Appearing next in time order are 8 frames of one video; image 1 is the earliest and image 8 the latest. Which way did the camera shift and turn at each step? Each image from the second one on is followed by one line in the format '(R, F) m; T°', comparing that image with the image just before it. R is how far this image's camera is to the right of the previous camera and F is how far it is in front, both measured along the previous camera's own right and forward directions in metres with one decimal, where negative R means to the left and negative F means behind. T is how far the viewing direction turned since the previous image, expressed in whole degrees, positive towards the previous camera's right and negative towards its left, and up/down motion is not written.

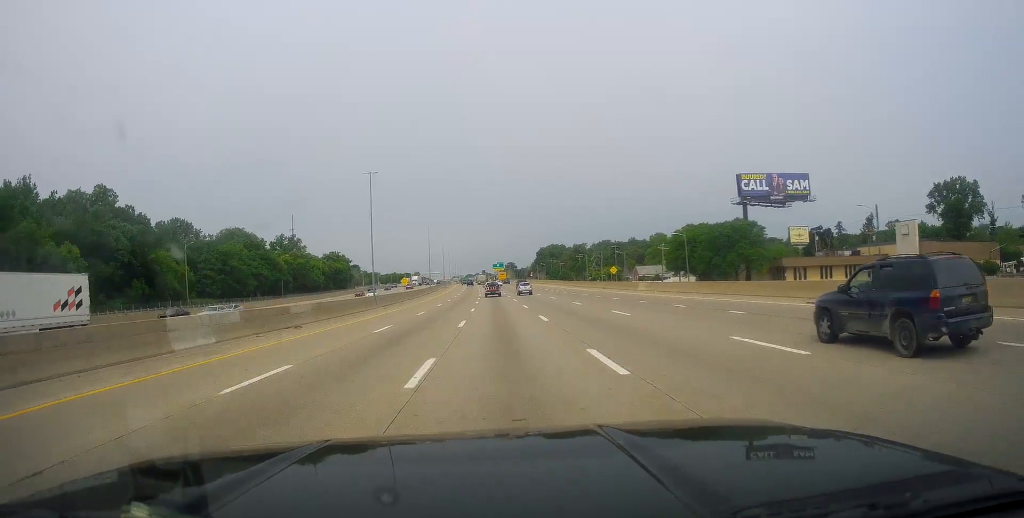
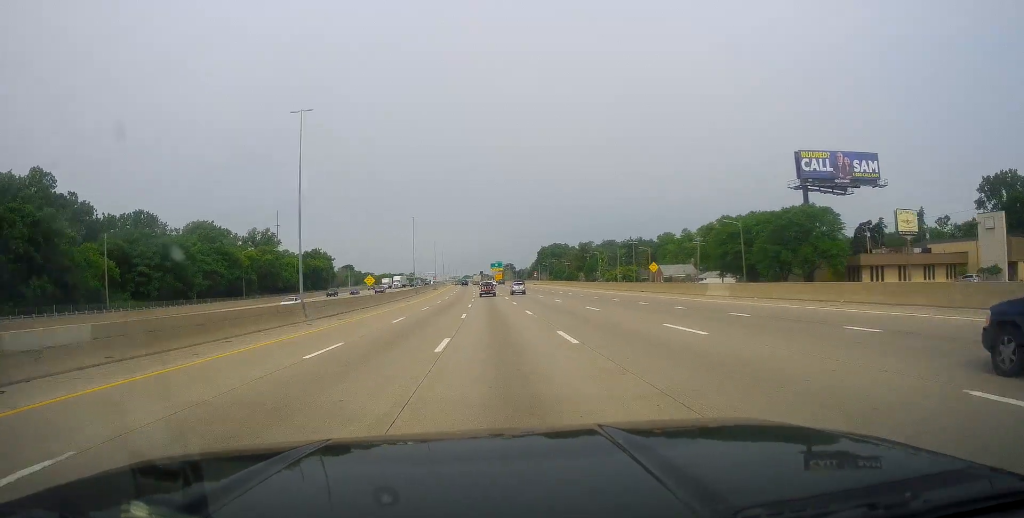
(+0.4, +24.2) m; 0°
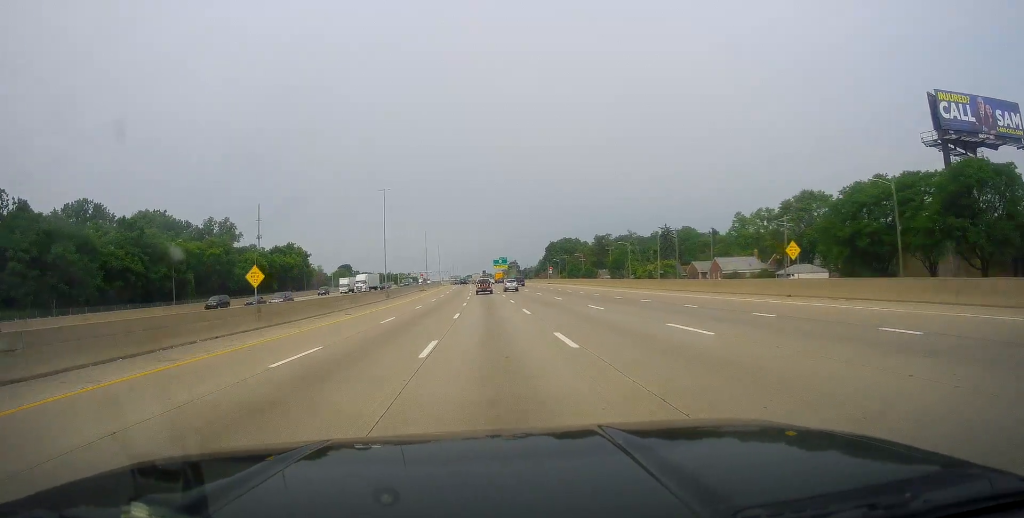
(-0.4, +32.8) m; -1°
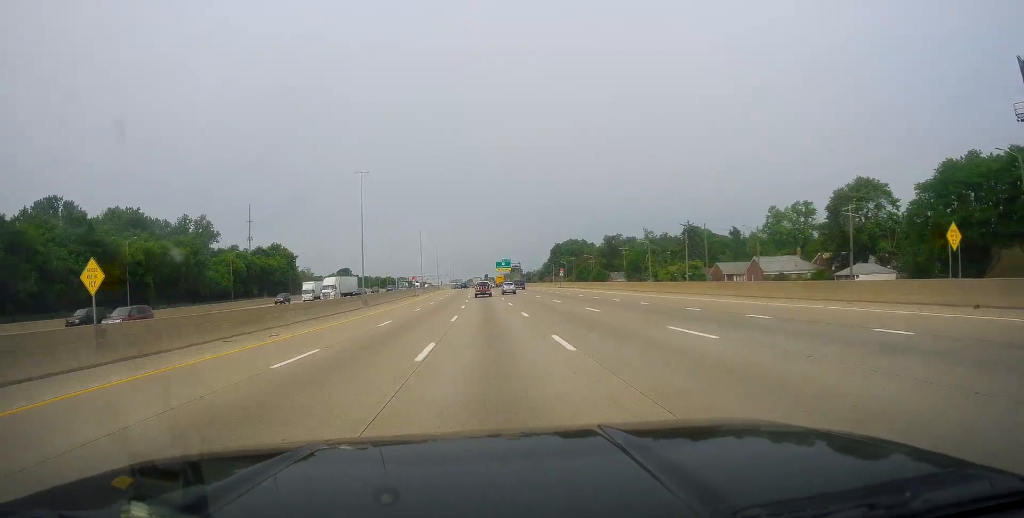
(0.0, +15.3) m; 0°
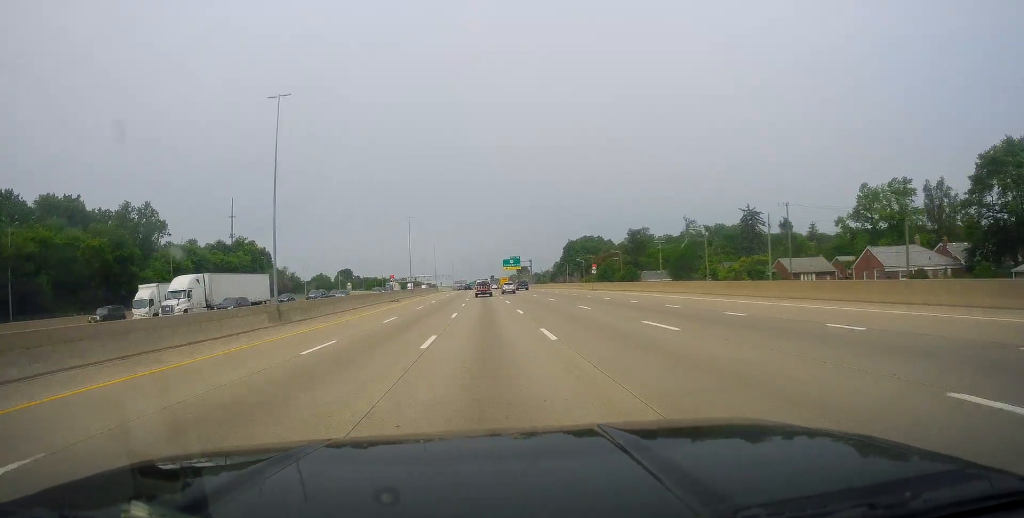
(0.0, +28.3) m; 0°
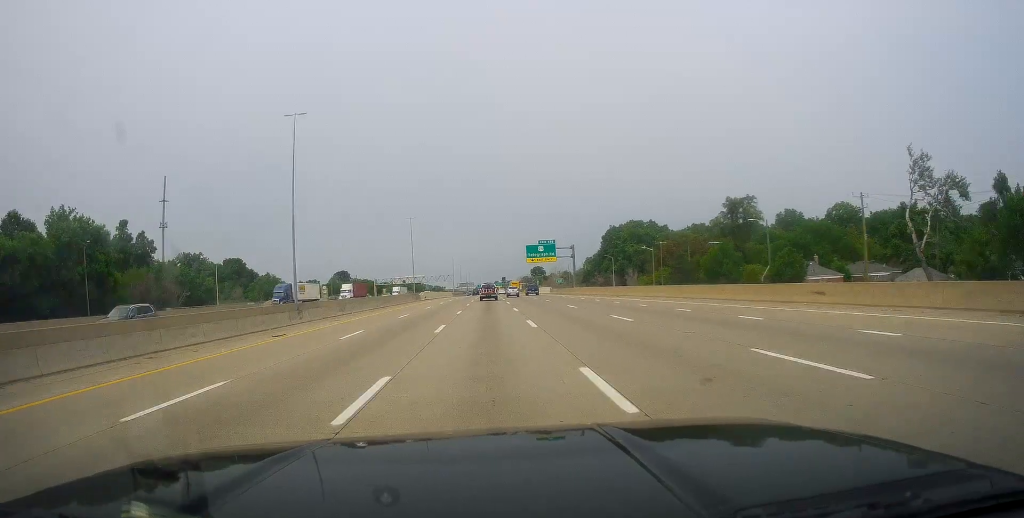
(-1.2, +70.4) m; -2°
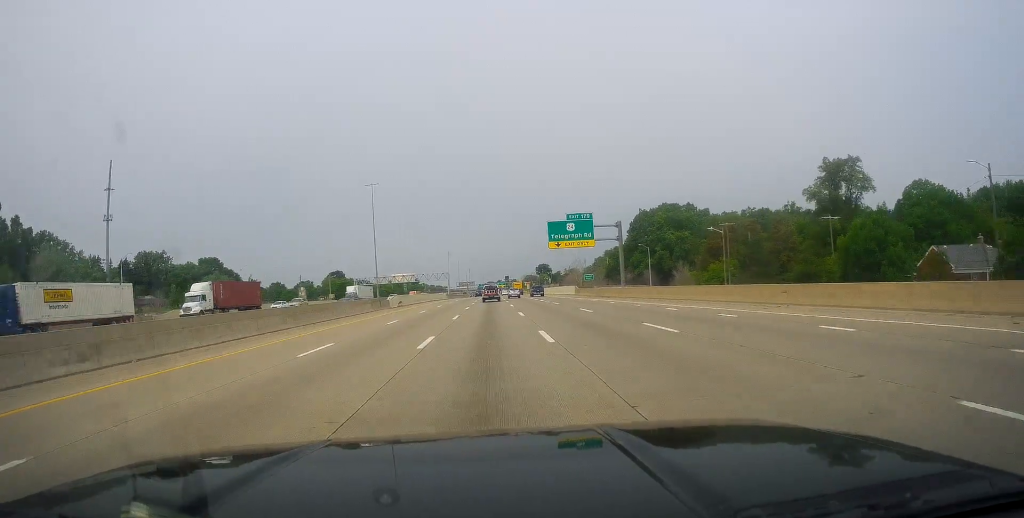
(0.0, +36.2) m; 0°
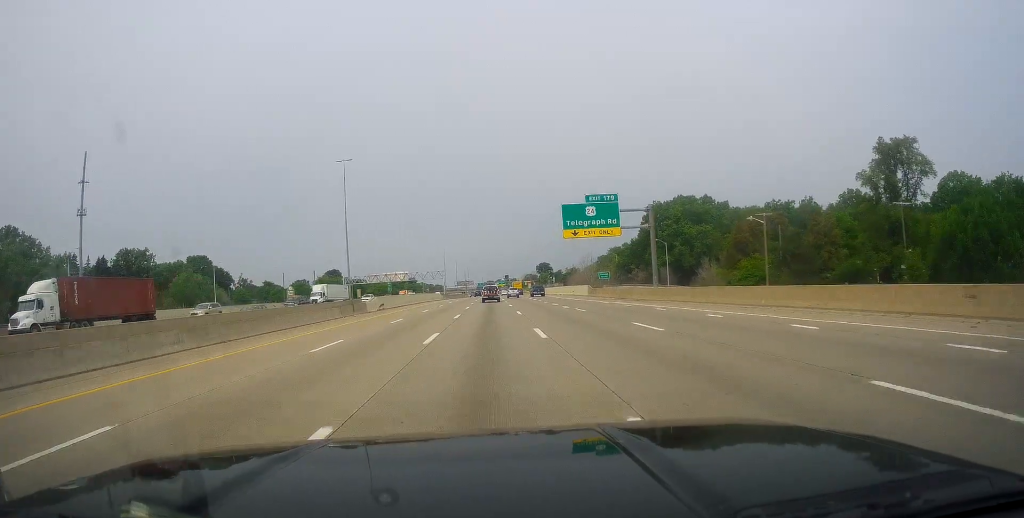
(0.0, +13.8) m; 0°
